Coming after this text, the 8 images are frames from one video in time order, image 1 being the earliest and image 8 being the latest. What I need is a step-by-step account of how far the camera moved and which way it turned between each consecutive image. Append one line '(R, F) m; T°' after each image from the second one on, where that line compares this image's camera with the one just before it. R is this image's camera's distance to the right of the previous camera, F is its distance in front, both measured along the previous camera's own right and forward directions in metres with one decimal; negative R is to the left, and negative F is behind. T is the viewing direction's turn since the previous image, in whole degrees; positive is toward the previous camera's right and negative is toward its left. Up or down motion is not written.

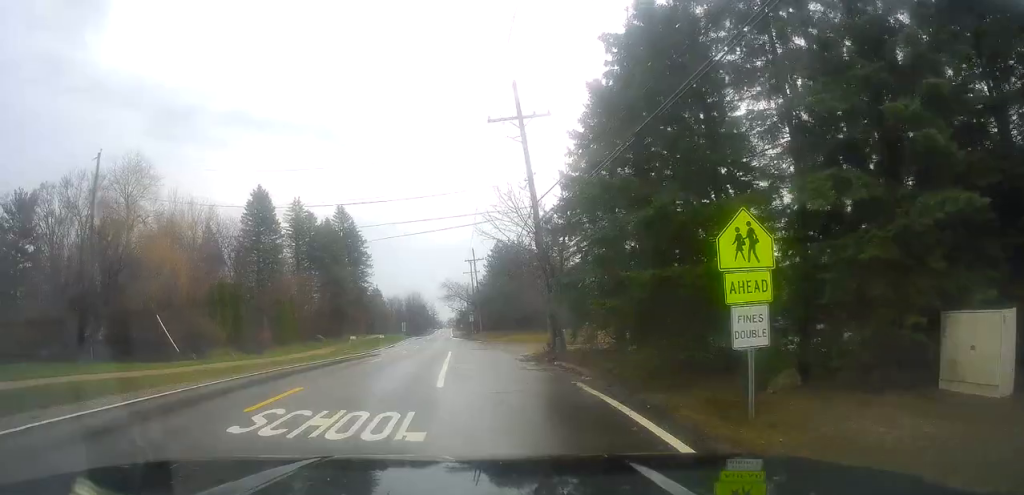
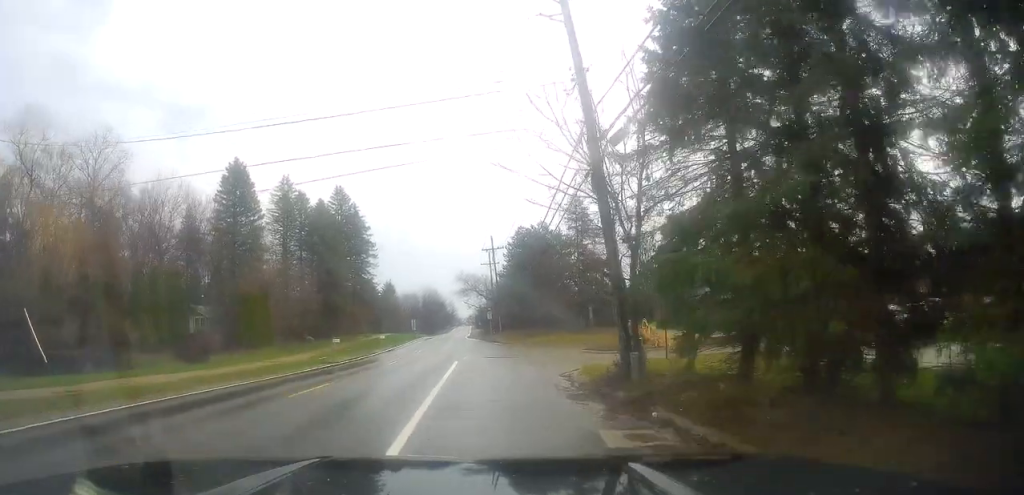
(-0.4, +11.4) m; -2°
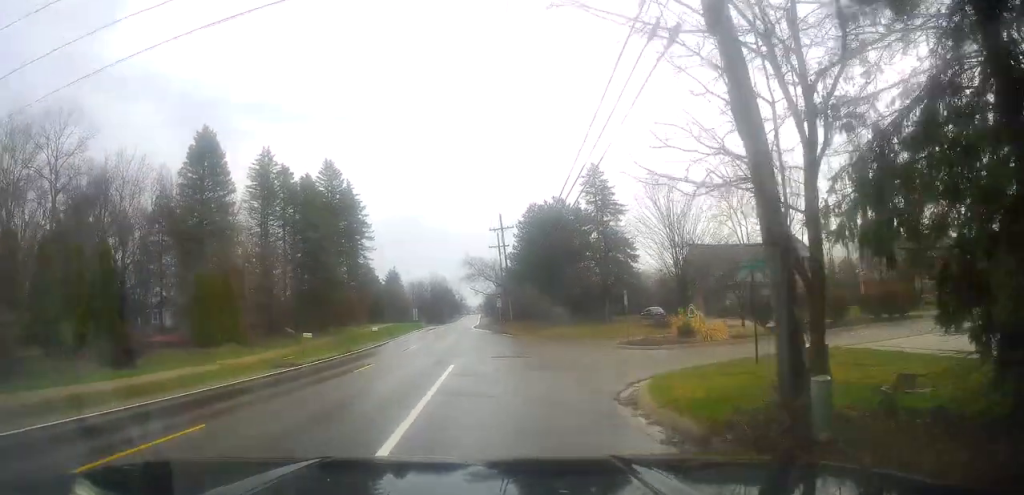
(0.0, +8.5) m; +2°
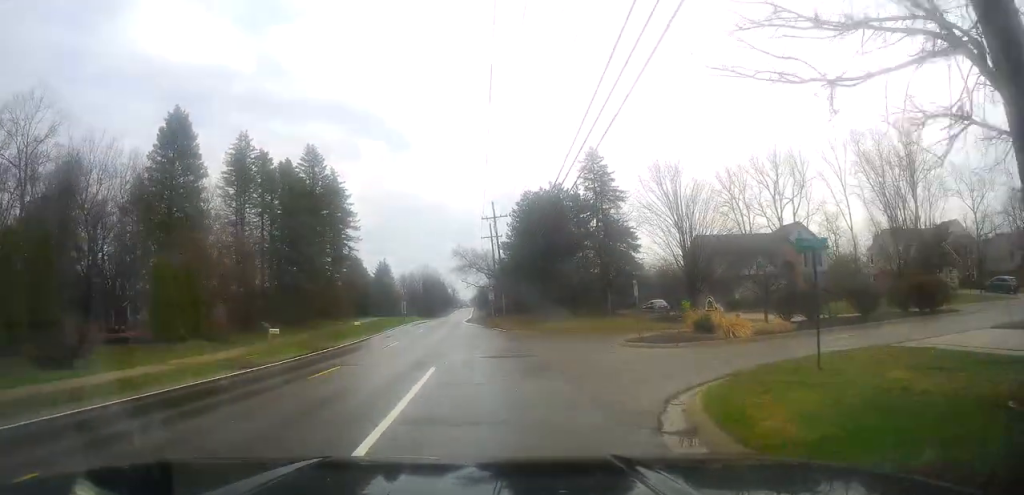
(-0.1, +4.4) m; +2°
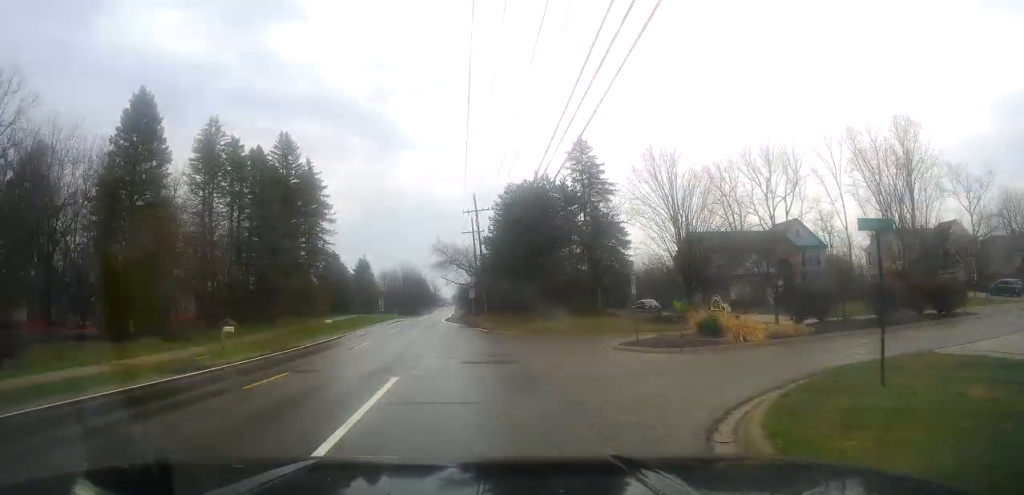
(+0.2, +3.4) m; +1°
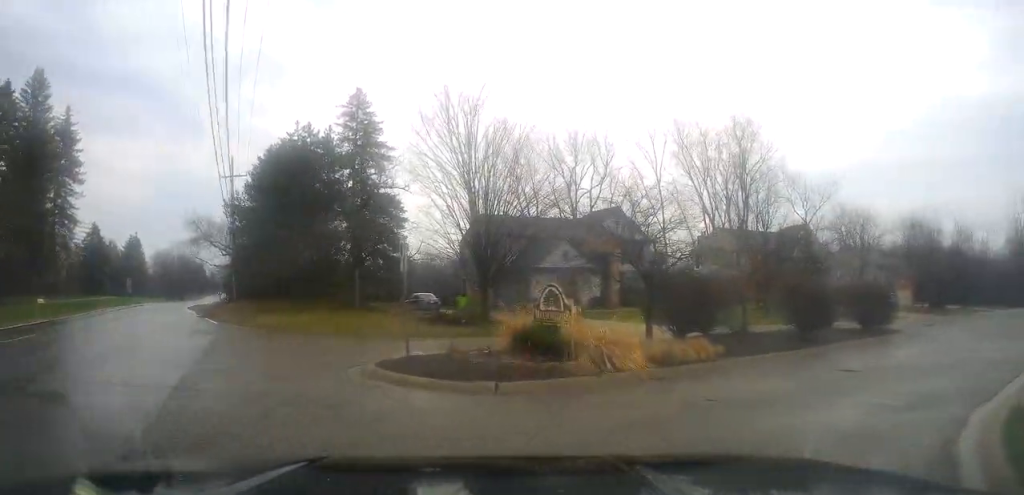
(+0.6, +11.9) m; +18°
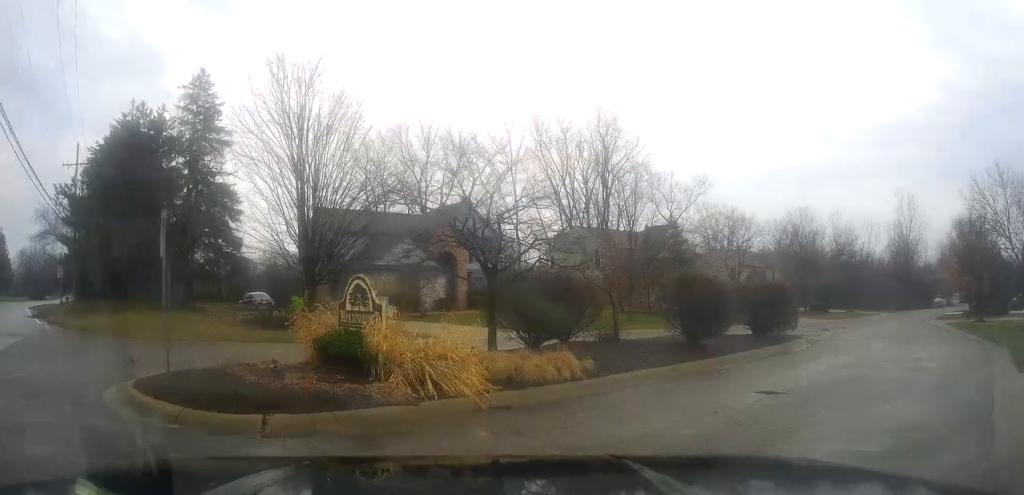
(+0.9, +4.1) m; +16°
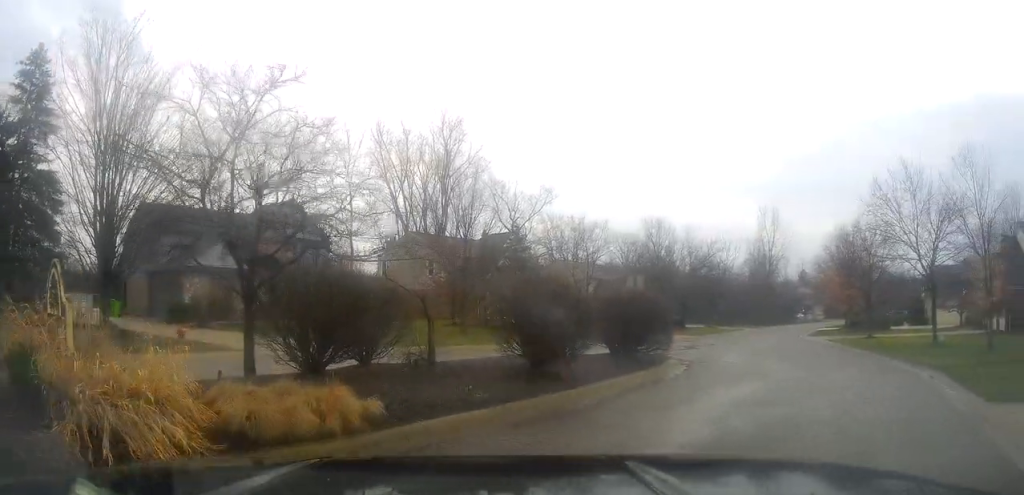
(+0.5, +4.3) m; +15°
